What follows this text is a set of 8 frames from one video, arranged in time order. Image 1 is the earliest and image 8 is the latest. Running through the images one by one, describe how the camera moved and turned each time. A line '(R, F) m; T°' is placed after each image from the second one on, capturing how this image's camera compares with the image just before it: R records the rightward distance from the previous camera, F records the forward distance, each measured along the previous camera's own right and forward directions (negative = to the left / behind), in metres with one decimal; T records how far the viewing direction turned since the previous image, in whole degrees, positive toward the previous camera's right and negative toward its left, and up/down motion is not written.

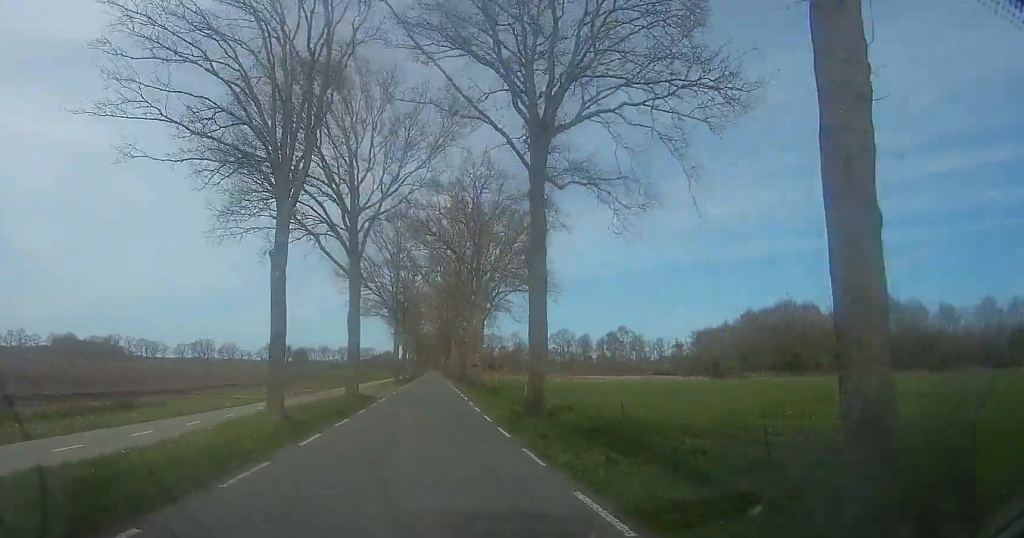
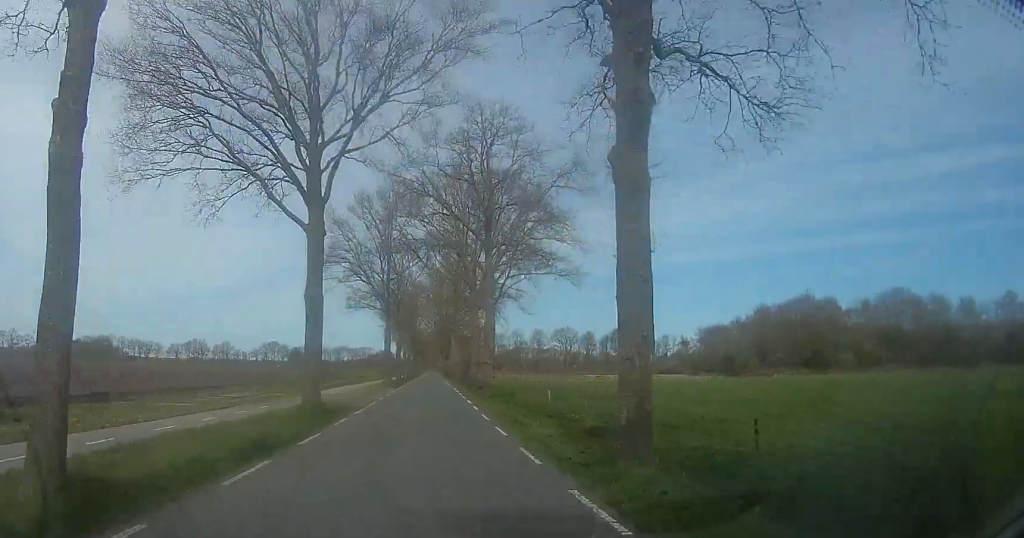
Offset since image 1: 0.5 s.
(+0.1, +7.9) m; 0°
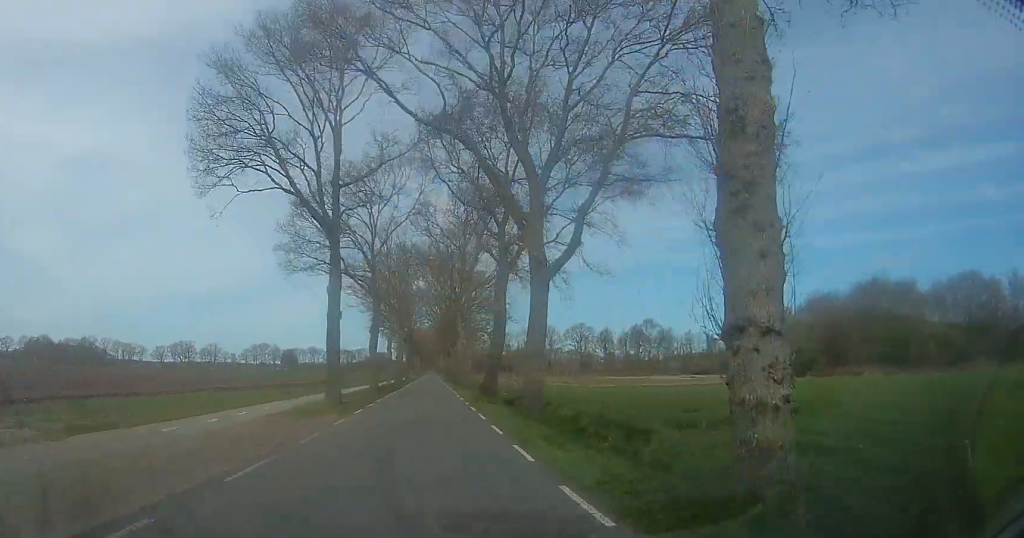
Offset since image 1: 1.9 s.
(-0.2, +23.5) m; -3°
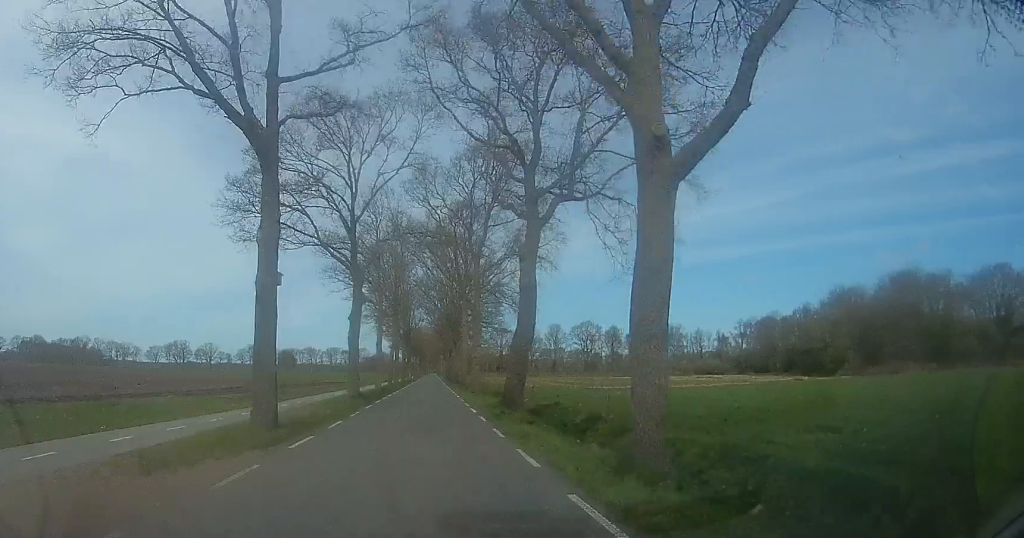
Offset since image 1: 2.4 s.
(-0.4, +8.5) m; +2°
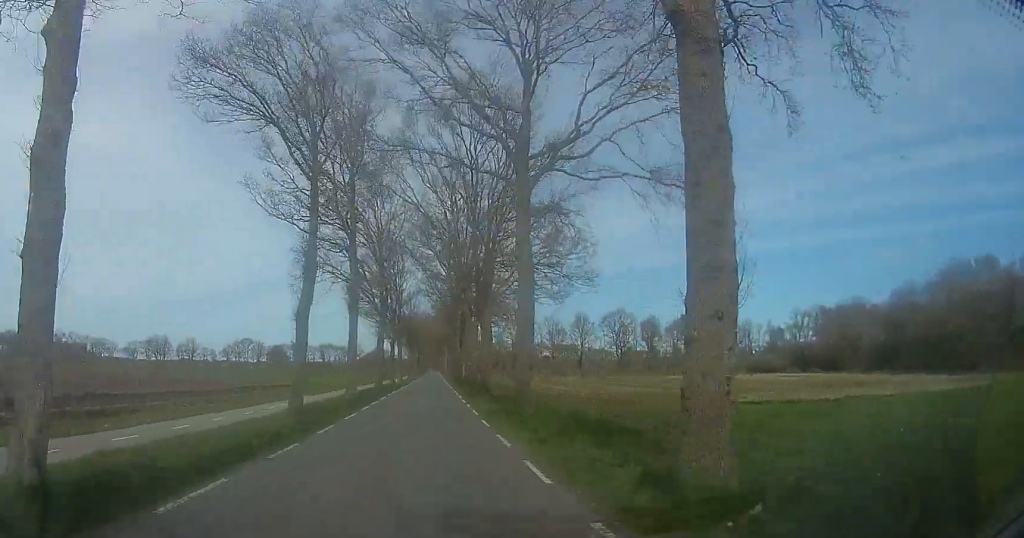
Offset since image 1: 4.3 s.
(+0.9, +33.2) m; +1°
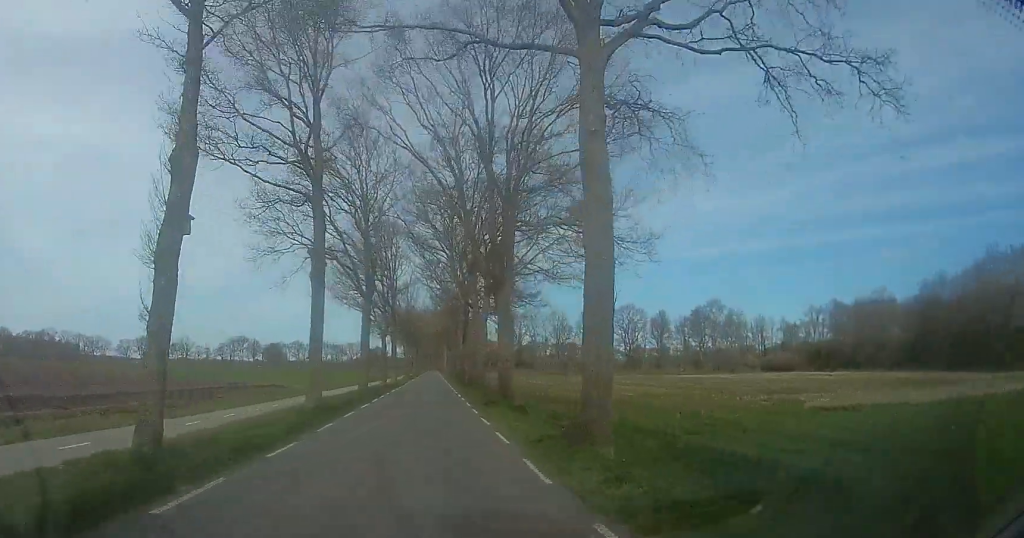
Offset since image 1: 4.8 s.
(-0.7, +8.0) m; 0°
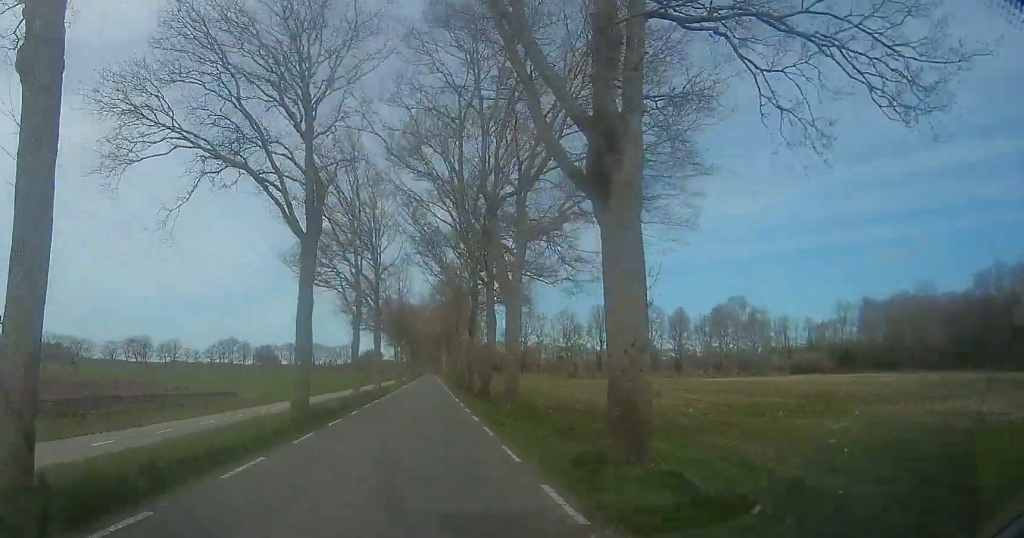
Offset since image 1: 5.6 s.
(+1.1, +13.8) m; 0°
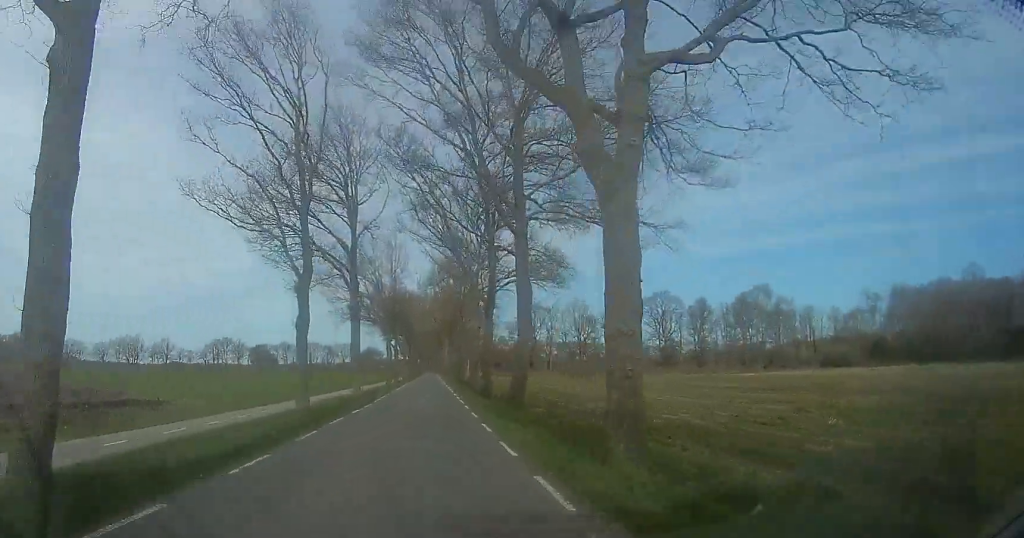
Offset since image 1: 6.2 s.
(-0.3, +11.5) m; -1°
